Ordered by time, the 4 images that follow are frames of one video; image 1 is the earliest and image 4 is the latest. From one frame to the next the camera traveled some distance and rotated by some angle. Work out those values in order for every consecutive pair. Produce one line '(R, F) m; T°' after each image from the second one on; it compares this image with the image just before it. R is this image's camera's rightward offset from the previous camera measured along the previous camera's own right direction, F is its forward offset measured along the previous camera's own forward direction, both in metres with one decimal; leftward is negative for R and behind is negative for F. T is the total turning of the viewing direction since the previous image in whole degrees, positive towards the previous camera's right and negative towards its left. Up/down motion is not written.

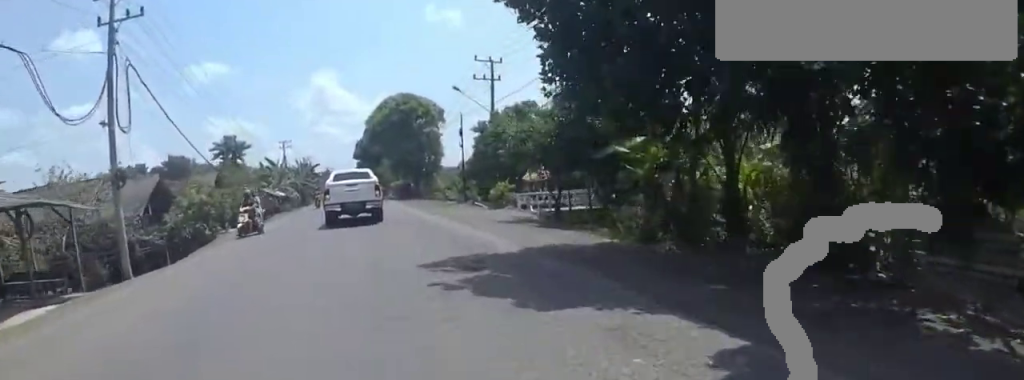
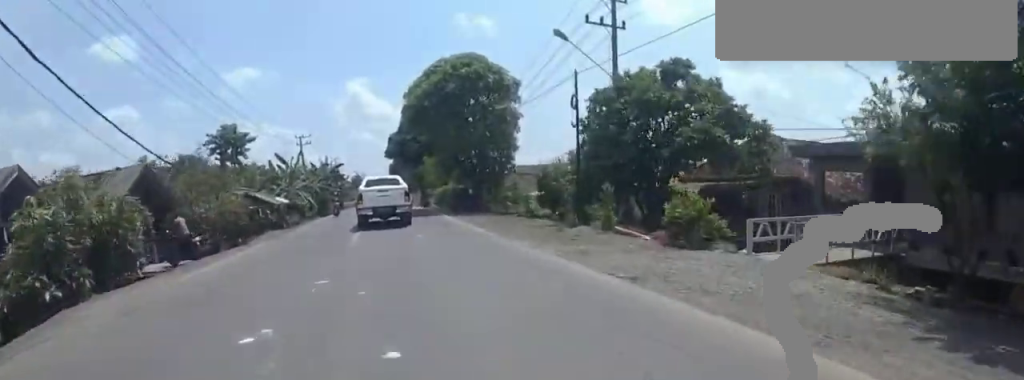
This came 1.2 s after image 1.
(-1.5, +12.9) m; -18°
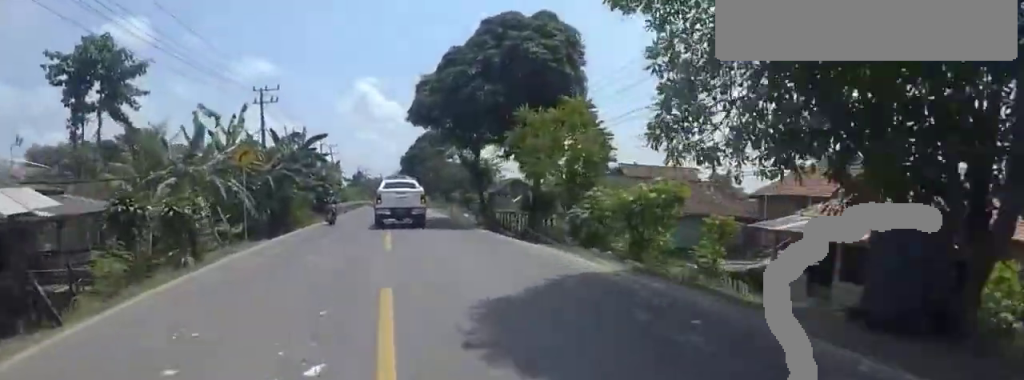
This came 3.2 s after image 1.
(-2.4, +23.3) m; +1°
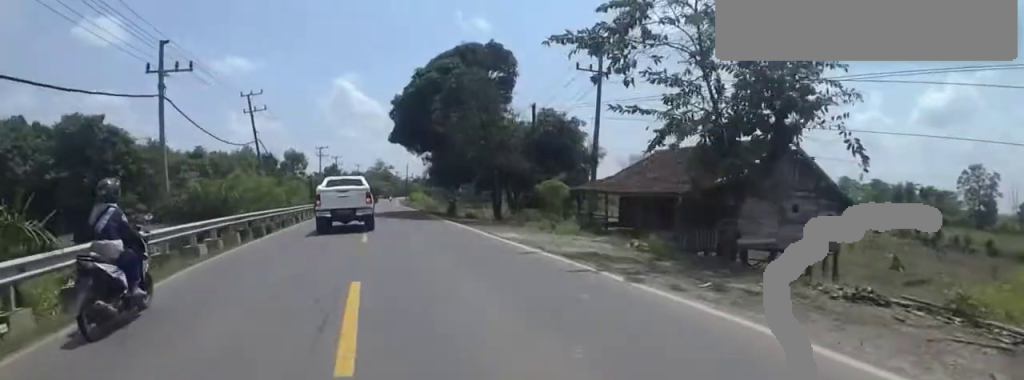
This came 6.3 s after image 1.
(+6.3, +39.8) m; +15°
